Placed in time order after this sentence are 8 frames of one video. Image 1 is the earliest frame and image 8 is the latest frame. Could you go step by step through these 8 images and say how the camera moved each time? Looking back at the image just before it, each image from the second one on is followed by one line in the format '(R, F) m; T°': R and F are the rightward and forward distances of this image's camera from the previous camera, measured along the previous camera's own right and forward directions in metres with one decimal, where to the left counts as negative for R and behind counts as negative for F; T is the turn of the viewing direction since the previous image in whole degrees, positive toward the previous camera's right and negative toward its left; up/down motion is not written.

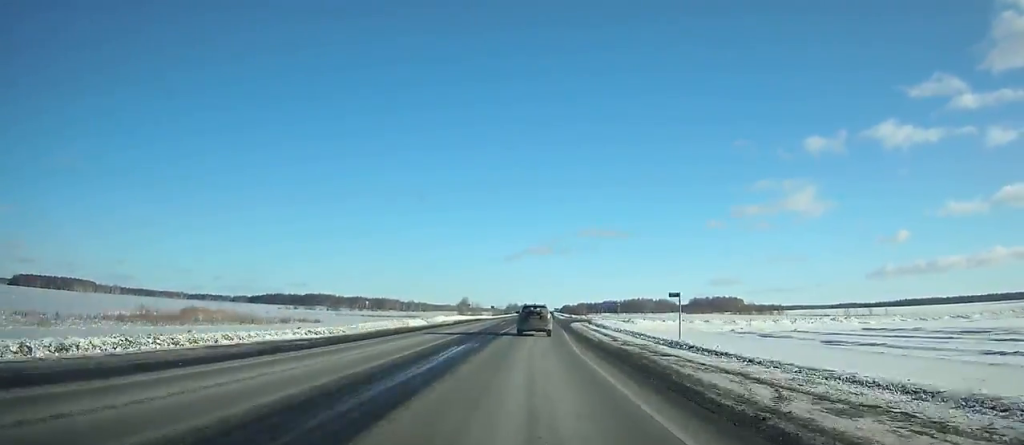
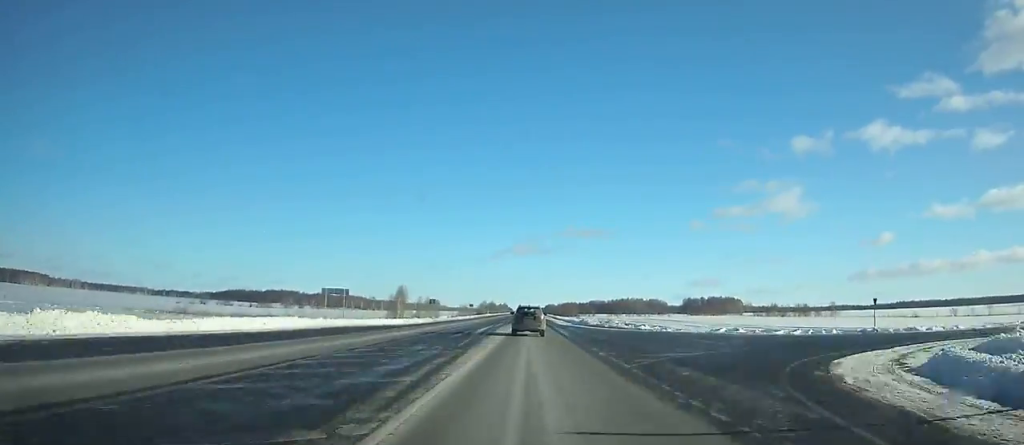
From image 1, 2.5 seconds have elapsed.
(+0.8, +75.2) m; +1°
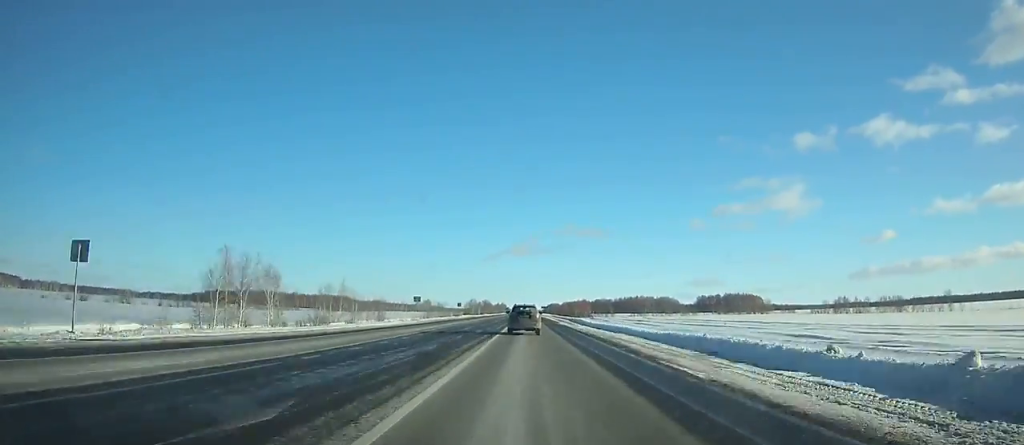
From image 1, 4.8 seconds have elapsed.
(+0.9, +69.6) m; 0°
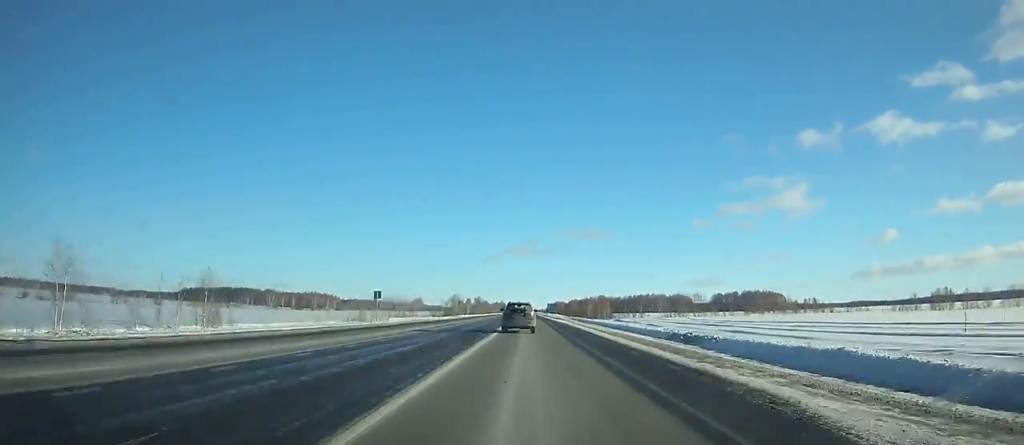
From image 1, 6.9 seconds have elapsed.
(+0.1, +63.6) m; 0°
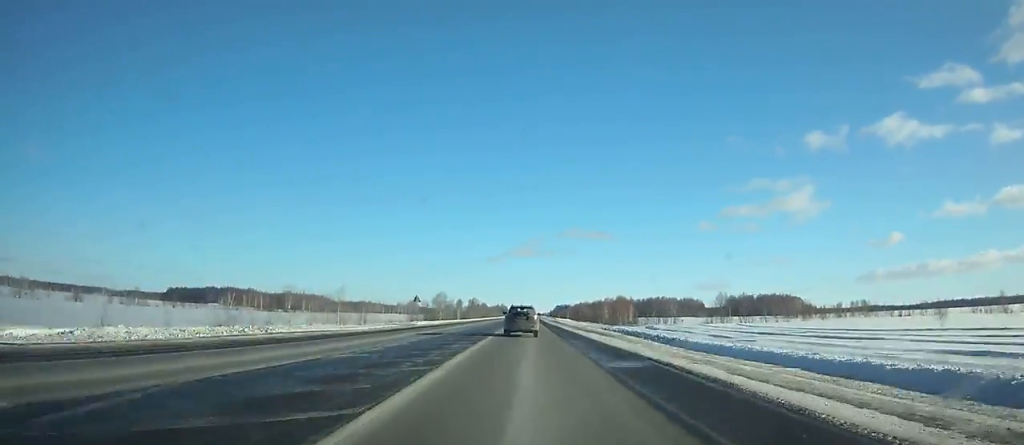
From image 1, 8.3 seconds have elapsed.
(0.0, +42.4) m; 0°
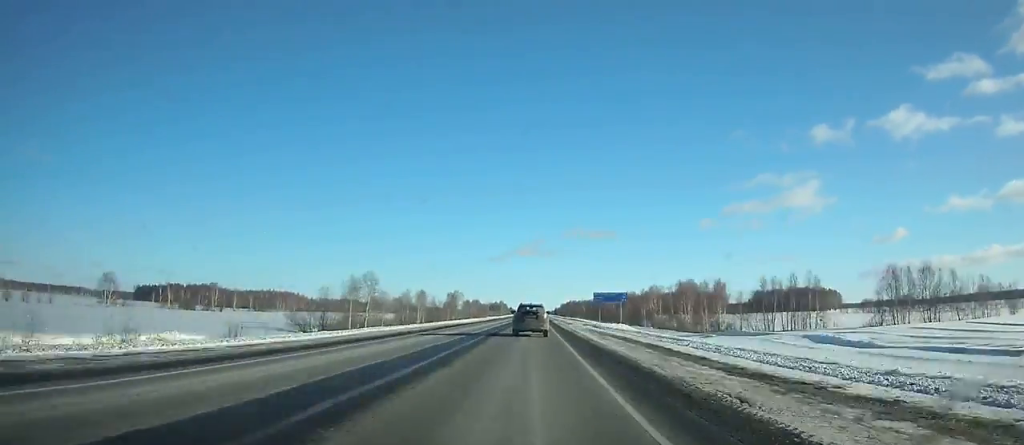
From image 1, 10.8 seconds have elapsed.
(-0.3, +75.4) m; 0°
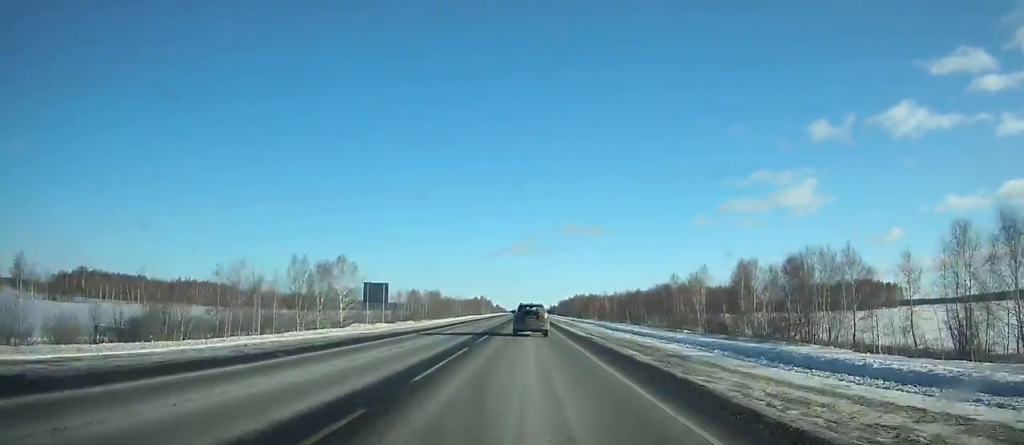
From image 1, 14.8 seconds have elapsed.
(0.0, +119.6) m; 0°
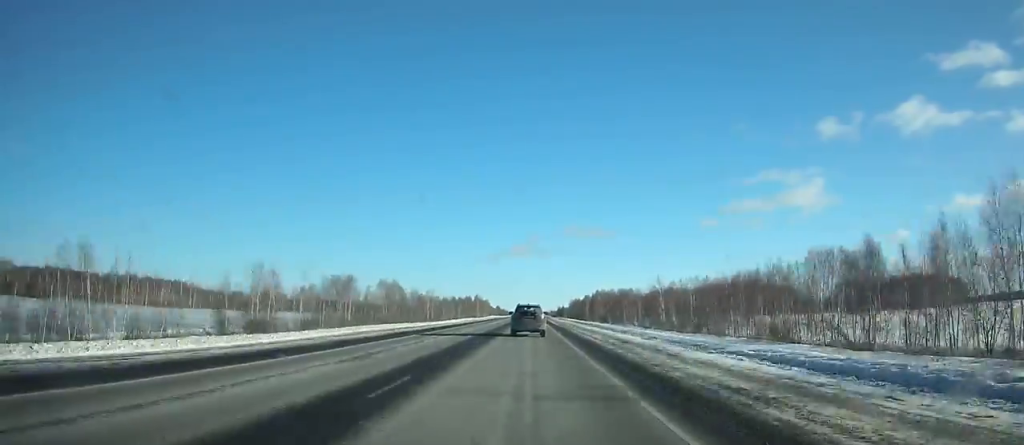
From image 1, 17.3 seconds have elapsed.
(+0.4, +74.1) m; 0°
